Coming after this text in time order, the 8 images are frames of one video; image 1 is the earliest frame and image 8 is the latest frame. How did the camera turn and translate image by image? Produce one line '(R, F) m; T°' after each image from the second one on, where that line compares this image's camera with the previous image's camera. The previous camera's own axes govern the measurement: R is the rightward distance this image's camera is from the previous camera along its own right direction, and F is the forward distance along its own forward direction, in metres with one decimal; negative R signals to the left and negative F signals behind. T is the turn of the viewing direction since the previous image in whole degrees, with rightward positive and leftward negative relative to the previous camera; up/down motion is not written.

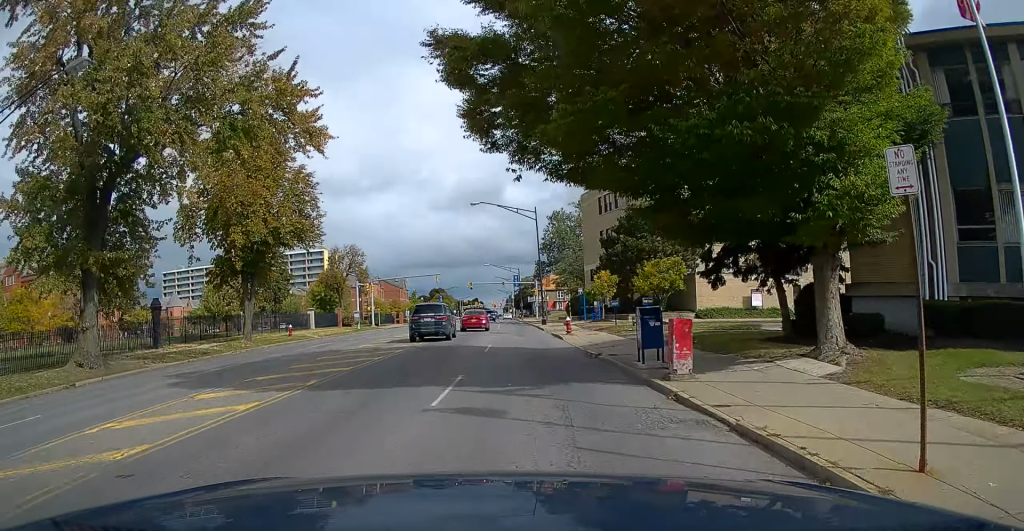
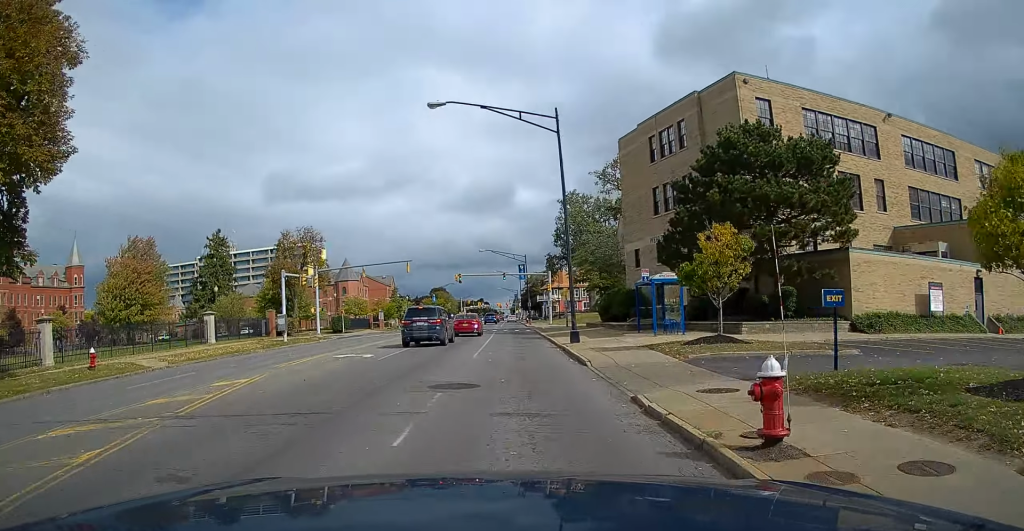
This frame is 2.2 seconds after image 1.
(0.0, +27.1) m; 0°
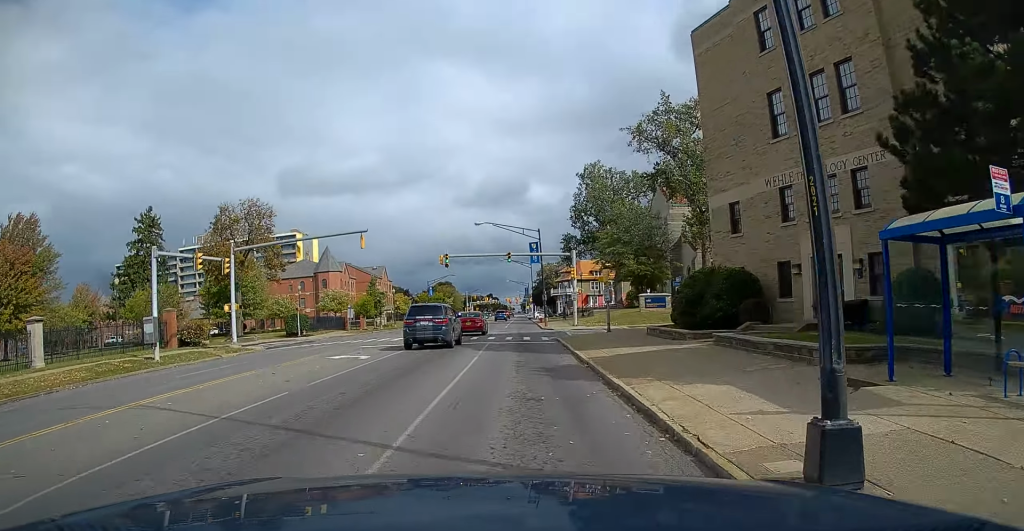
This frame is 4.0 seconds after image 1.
(0.0, +21.7) m; 0°
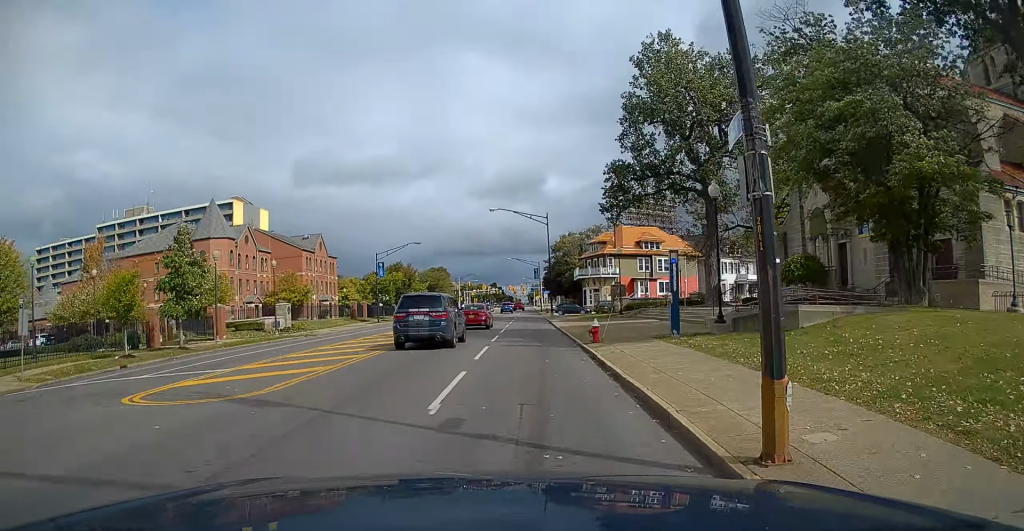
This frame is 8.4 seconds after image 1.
(-0.3, +49.9) m; 0°
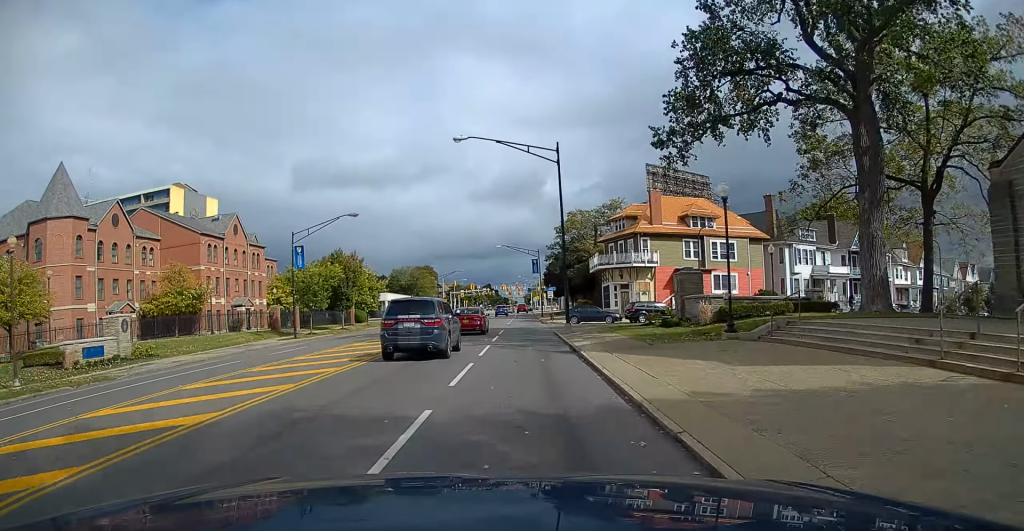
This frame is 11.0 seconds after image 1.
(0.0, +27.5) m; 0°
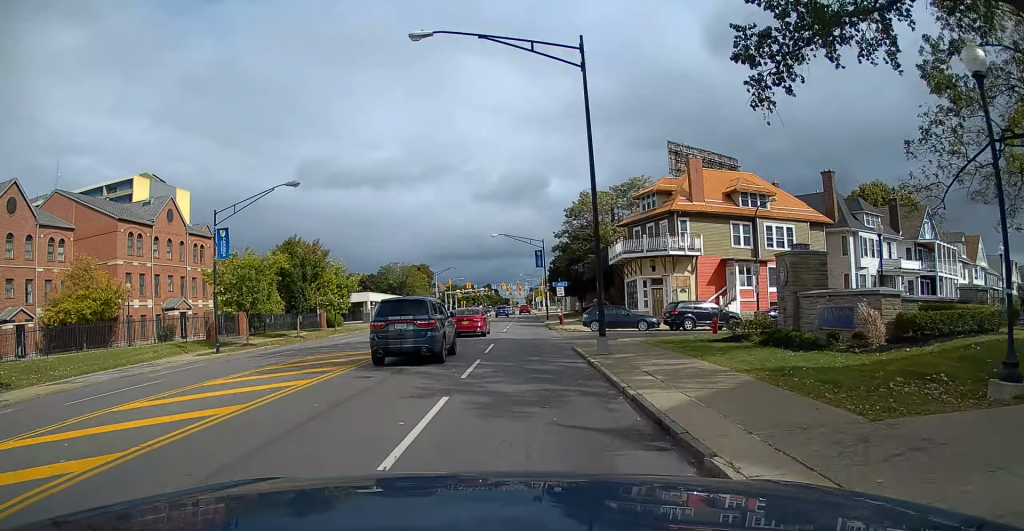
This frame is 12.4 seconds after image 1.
(-0.1, +13.9) m; 0°
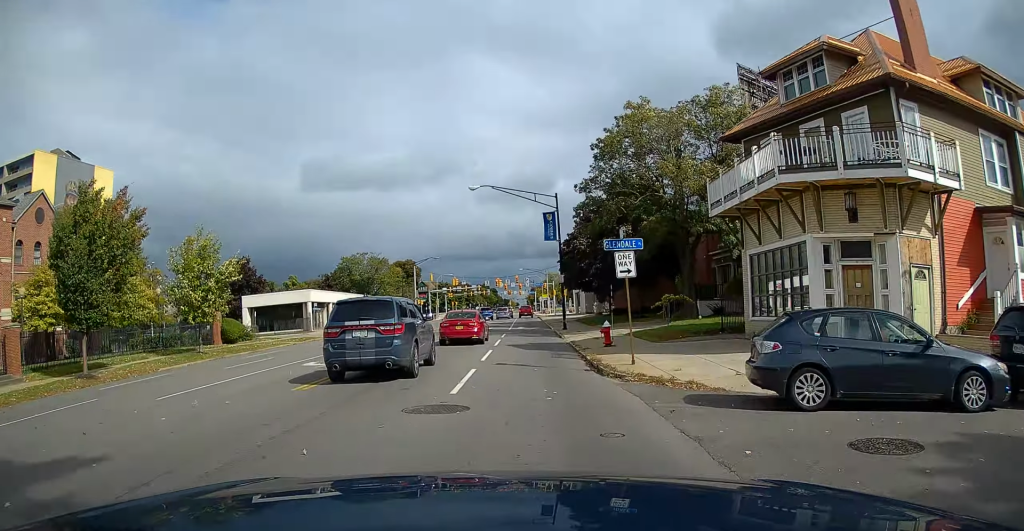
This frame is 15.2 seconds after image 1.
(+0.3, +27.2) m; -1°
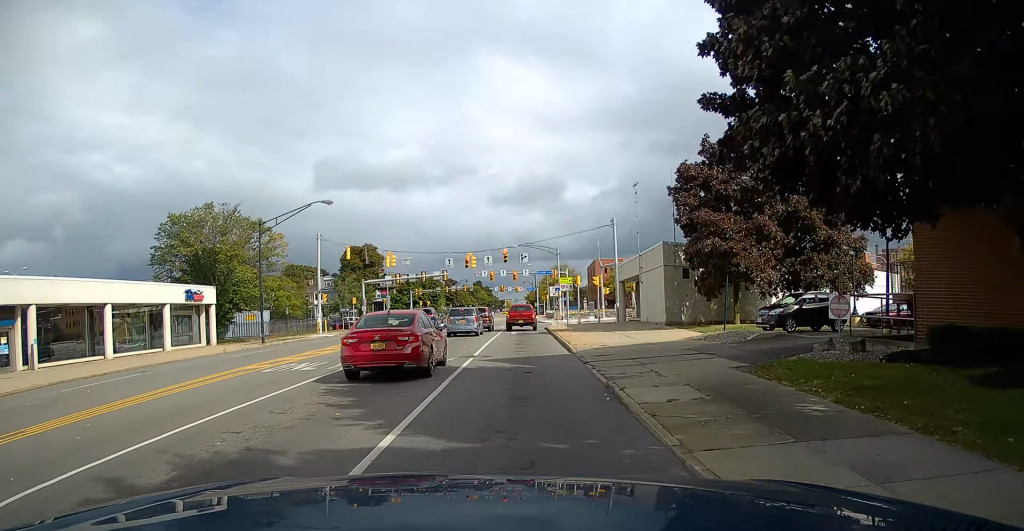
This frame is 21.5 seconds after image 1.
(-0.4, +50.4) m; 0°
